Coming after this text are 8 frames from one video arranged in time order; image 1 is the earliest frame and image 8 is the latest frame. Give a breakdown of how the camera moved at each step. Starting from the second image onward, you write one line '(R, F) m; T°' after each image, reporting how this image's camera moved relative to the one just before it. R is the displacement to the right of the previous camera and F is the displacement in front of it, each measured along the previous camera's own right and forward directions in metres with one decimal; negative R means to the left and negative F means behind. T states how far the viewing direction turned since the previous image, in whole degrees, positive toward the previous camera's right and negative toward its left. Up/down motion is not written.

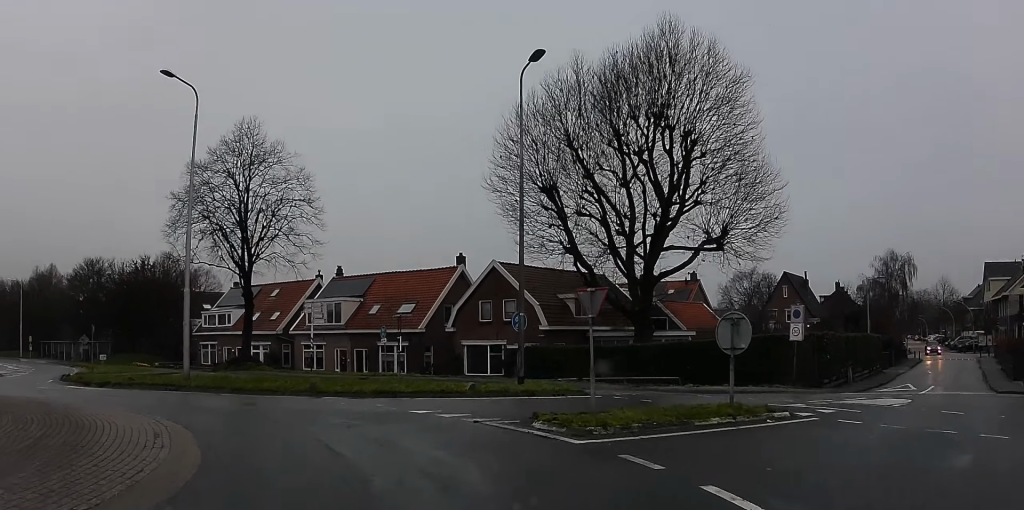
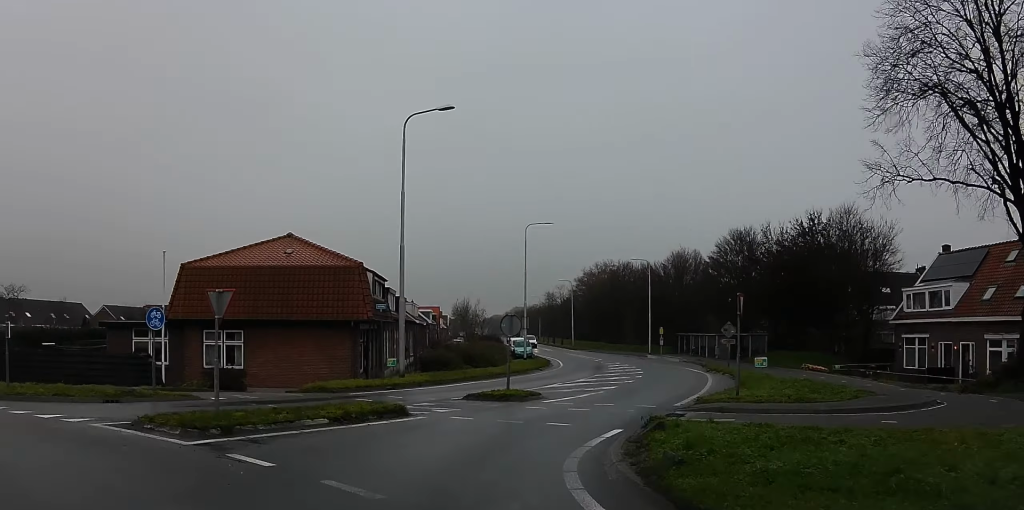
(-8.6, +18.6) m; -48°
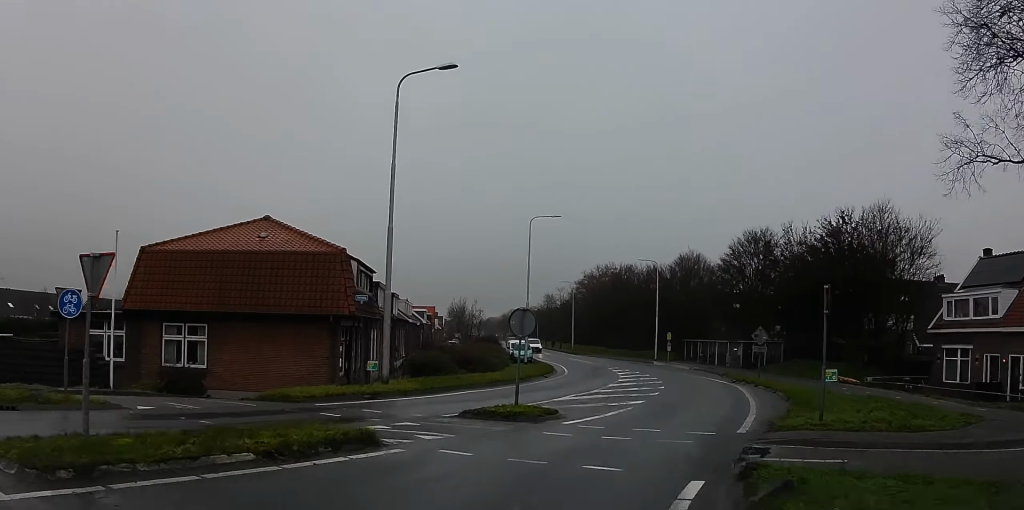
(-0.3, +4.4) m; -4°
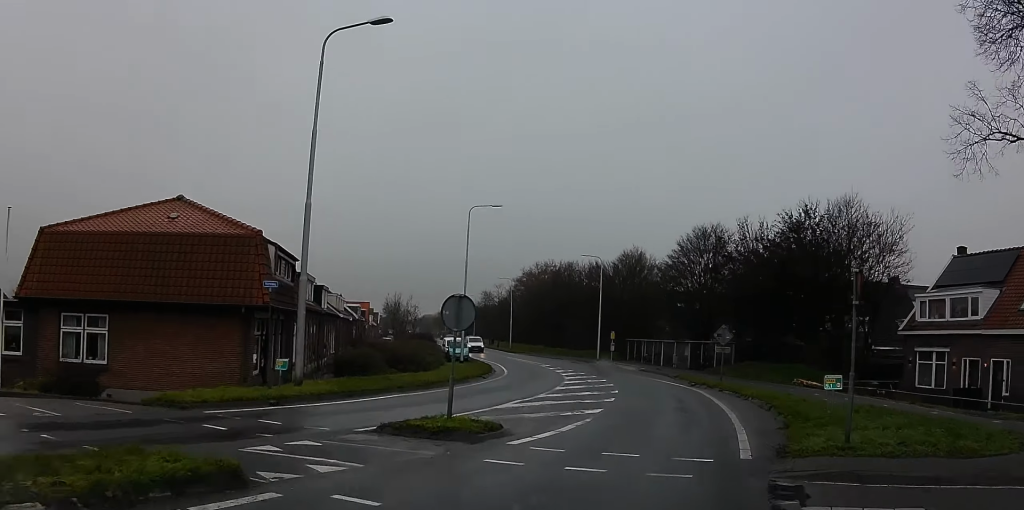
(0.0, +3.3) m; +3°
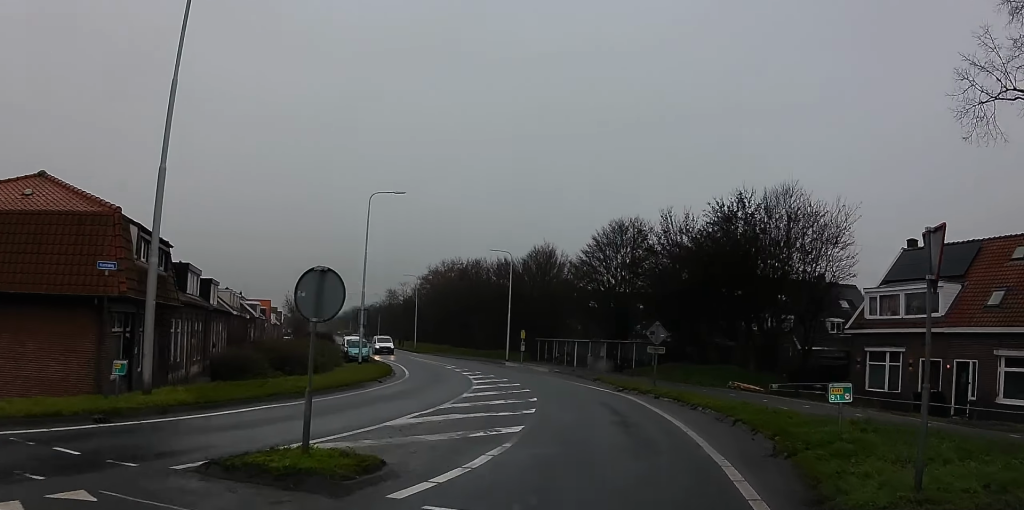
(-0.2, +4.0) m; +4°
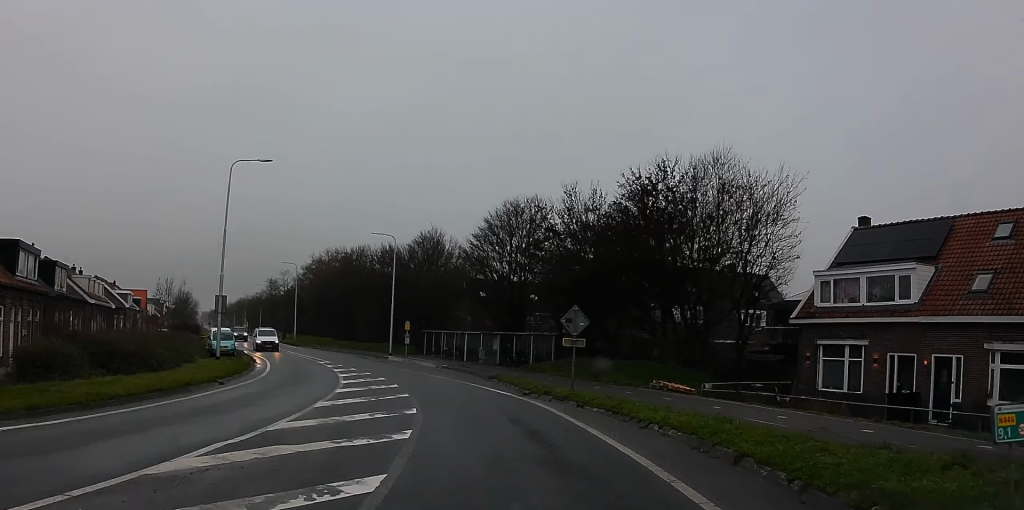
(+0.6, +6.1) m; +6°
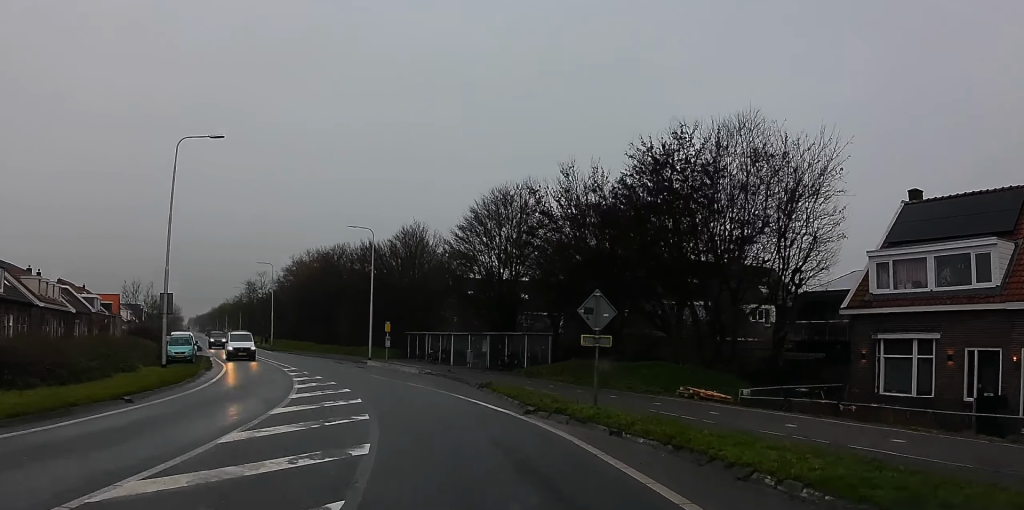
(+0.3, +5.3) m; +4°
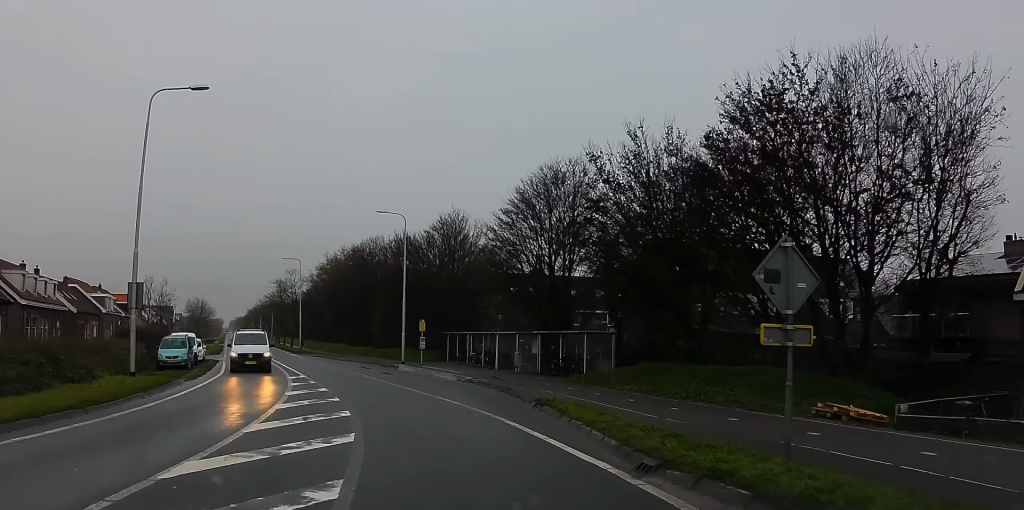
(+0.1, +7.0) m; -1°
